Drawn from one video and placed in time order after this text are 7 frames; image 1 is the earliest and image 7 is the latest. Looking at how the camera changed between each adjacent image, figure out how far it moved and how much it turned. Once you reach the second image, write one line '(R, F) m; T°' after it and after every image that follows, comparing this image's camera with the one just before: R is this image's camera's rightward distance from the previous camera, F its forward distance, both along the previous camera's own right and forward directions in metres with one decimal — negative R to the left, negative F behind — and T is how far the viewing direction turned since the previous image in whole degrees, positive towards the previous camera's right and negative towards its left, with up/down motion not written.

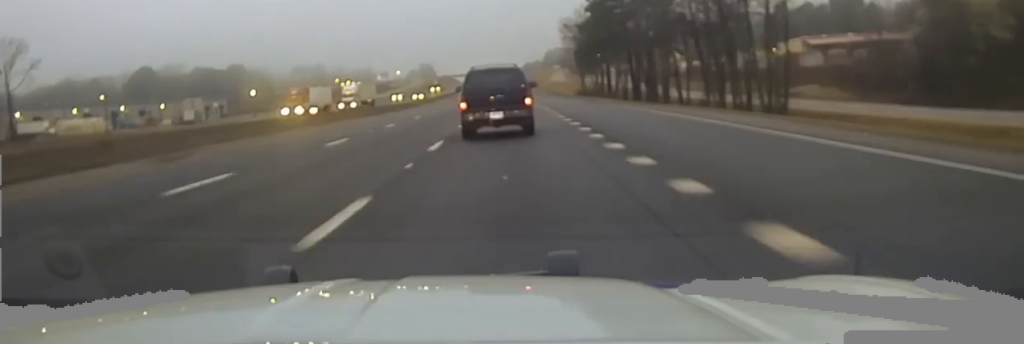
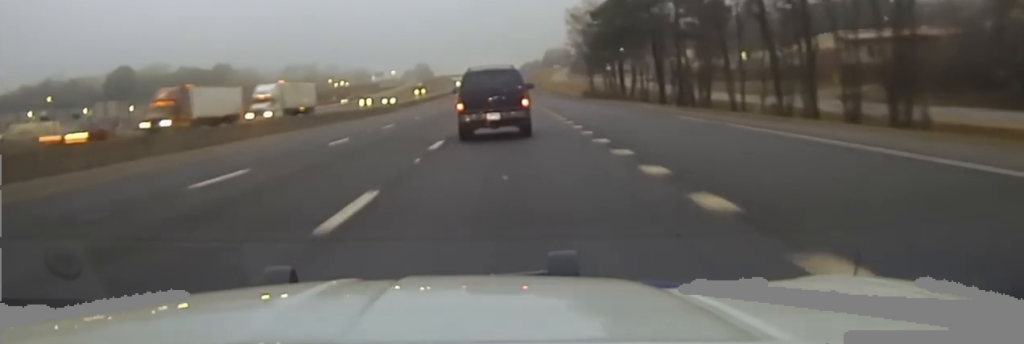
(0.0, +24.2) m; 0°
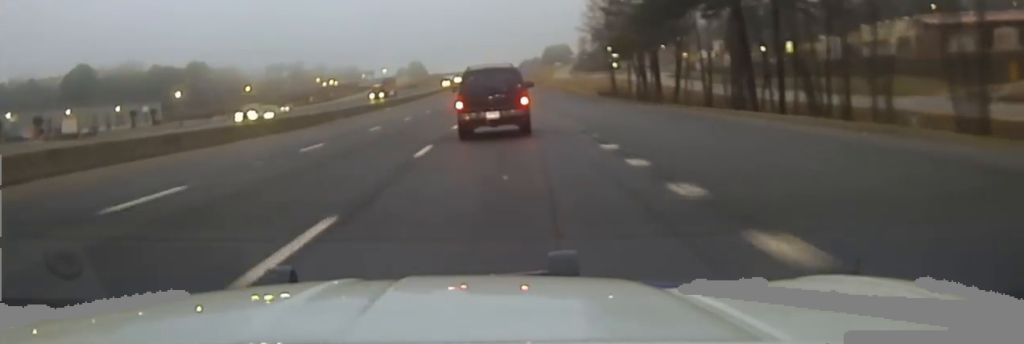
(0.0, +38.0) m; 0°
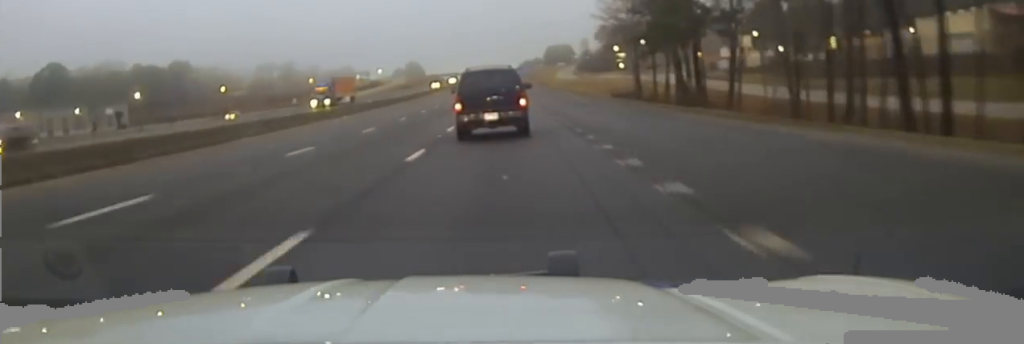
(0.0, +24.2) m; -1°
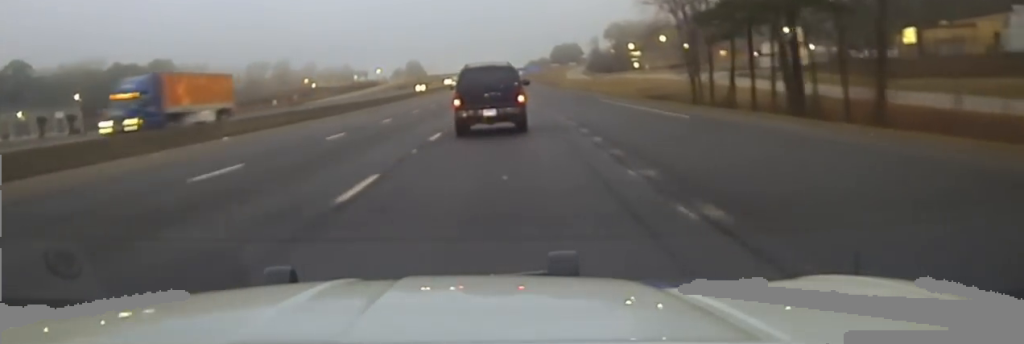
(-0.6, +32.0) m; 0°
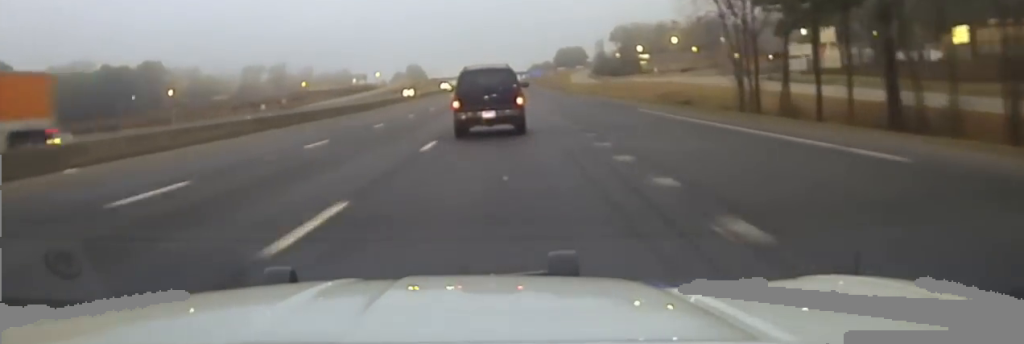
(+0.3, +15.1) m; 0°
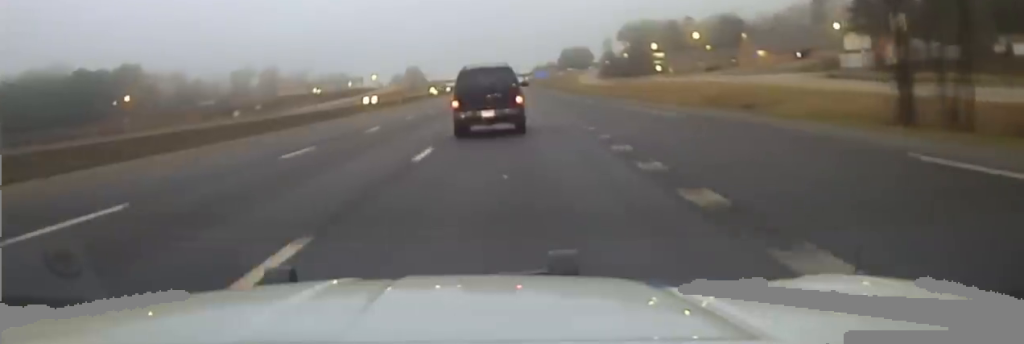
(-0.1, +25.8) m; 0°
